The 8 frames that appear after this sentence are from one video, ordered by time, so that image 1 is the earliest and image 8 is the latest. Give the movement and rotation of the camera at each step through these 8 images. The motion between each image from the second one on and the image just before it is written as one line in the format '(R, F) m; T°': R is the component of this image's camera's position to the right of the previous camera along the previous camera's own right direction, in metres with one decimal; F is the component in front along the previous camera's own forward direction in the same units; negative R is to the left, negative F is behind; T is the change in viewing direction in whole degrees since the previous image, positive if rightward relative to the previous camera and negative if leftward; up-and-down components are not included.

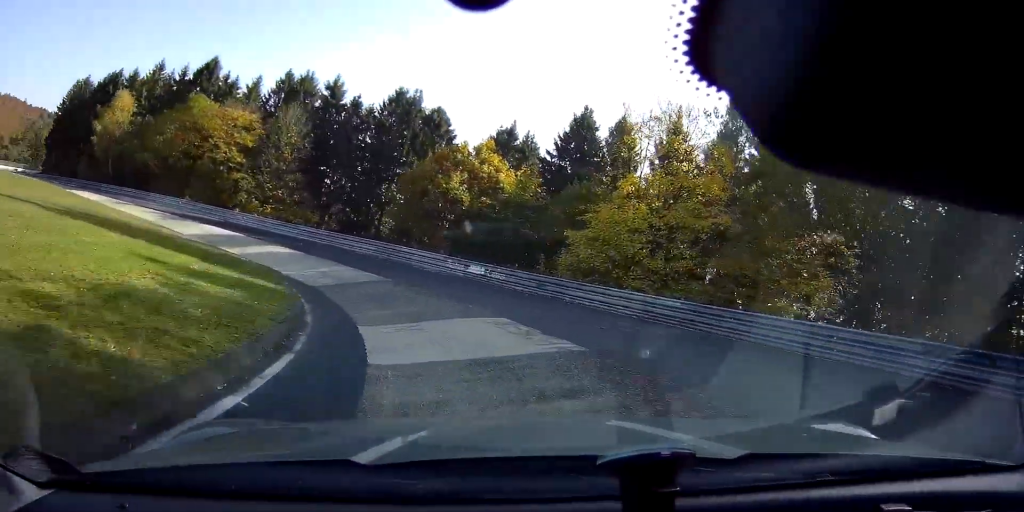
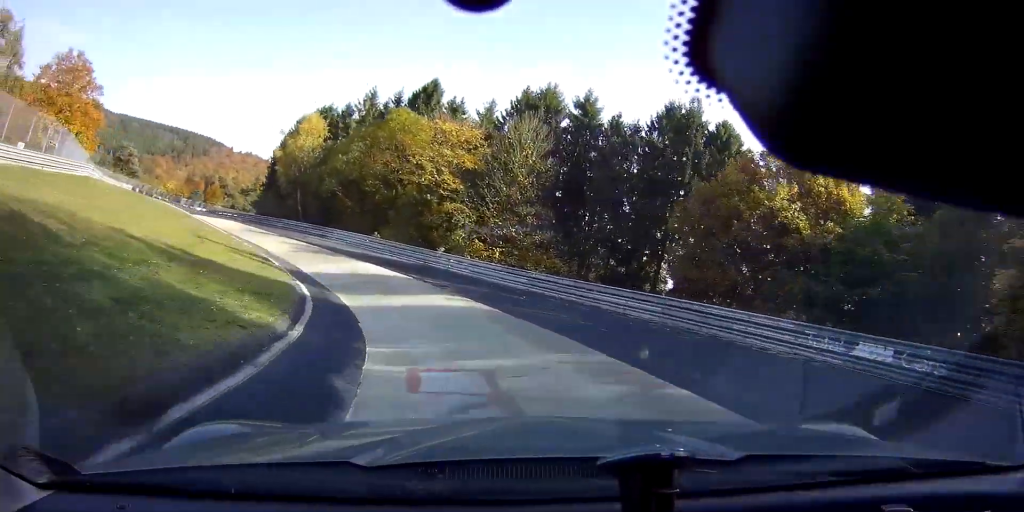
(-3.7, +14.2) m; -27°
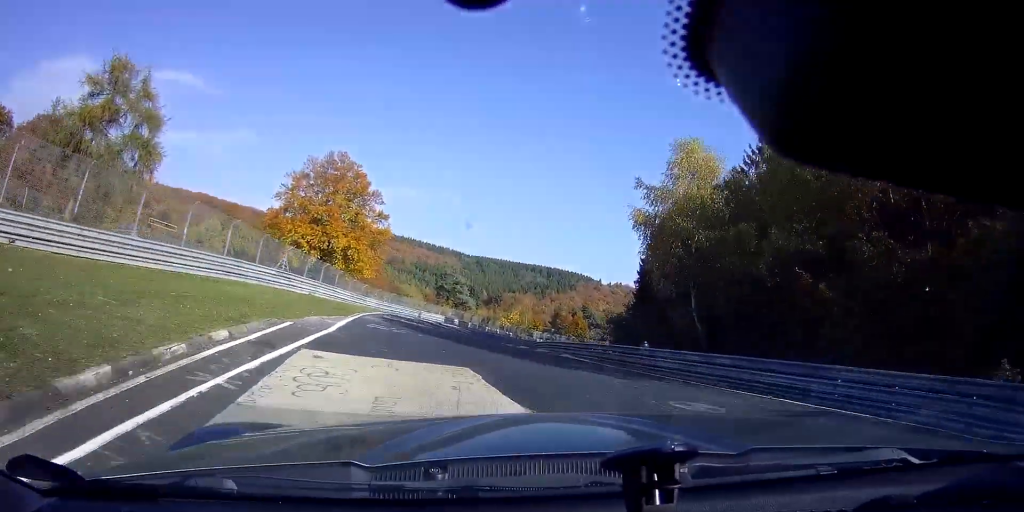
(-8.8, +25.2) m; -28°
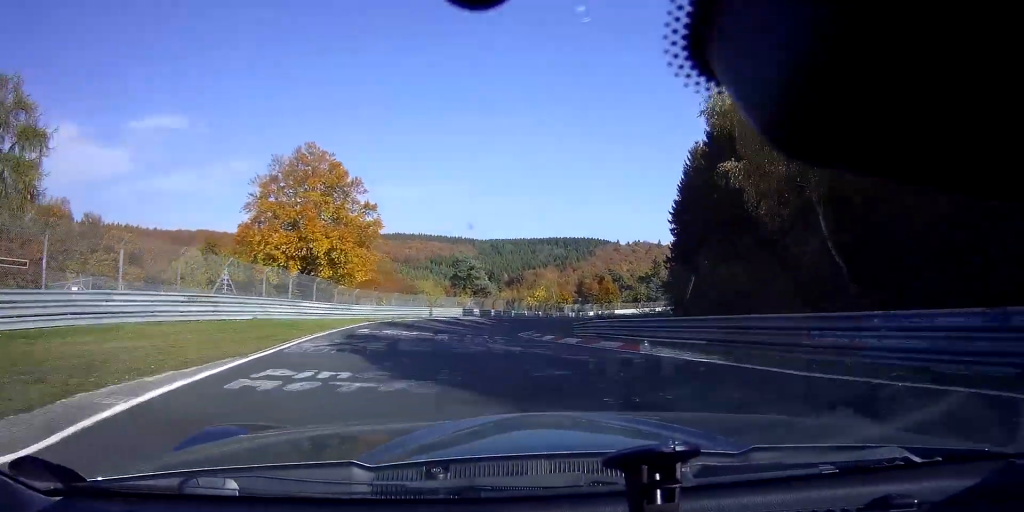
(-0.6, +10.3) m; -4°
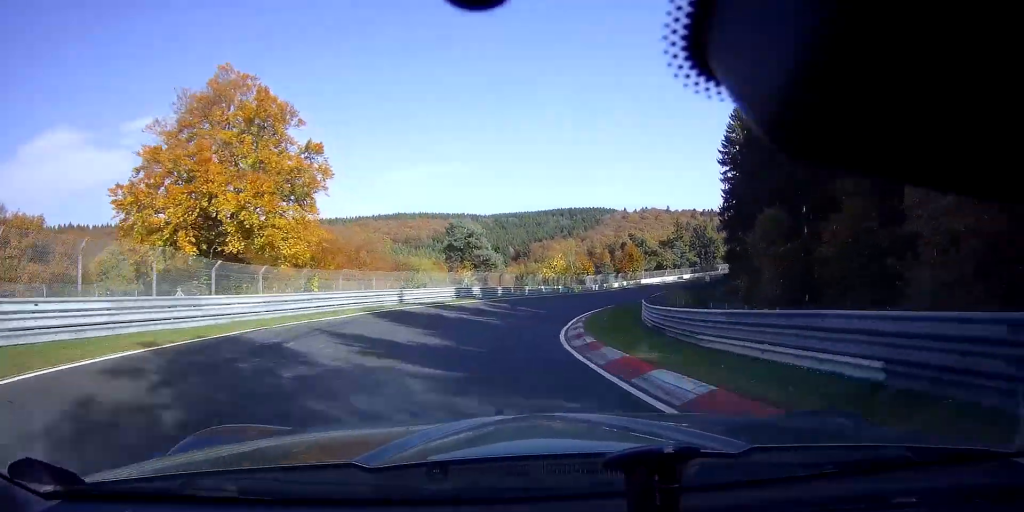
(-0.9, +19.9) m; +1°
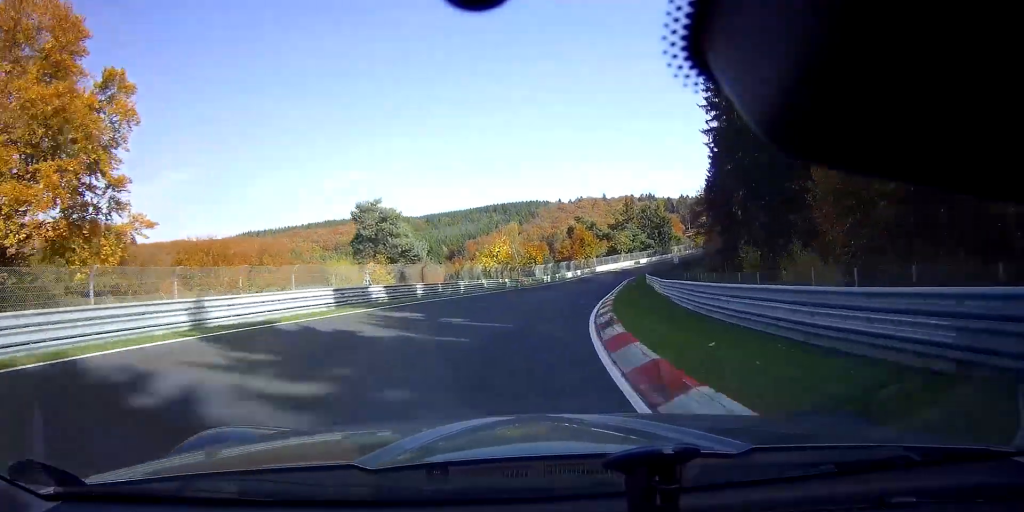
(+1.0, +18.4) m; +5°
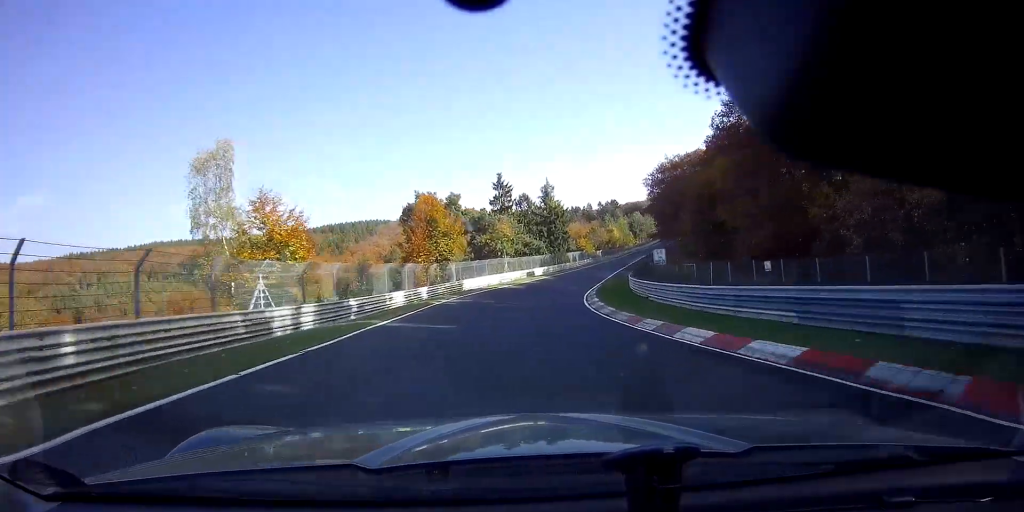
(+8.2, +58.5) m; +17°
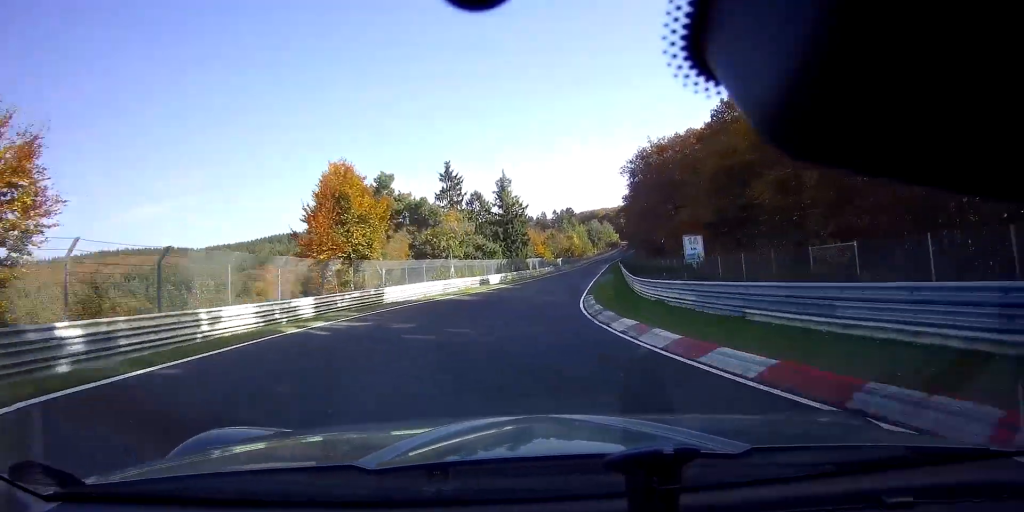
(+0.5, +16.0) m; +4°
